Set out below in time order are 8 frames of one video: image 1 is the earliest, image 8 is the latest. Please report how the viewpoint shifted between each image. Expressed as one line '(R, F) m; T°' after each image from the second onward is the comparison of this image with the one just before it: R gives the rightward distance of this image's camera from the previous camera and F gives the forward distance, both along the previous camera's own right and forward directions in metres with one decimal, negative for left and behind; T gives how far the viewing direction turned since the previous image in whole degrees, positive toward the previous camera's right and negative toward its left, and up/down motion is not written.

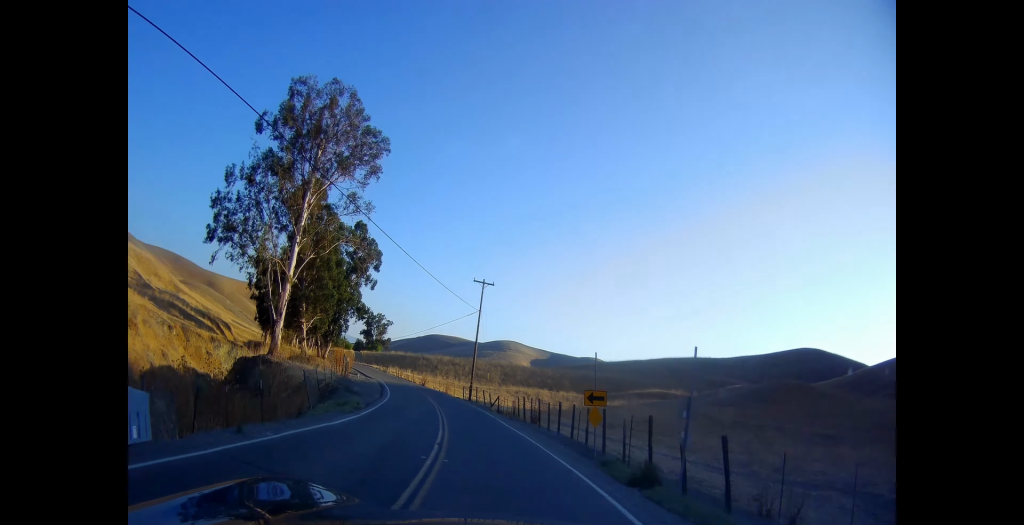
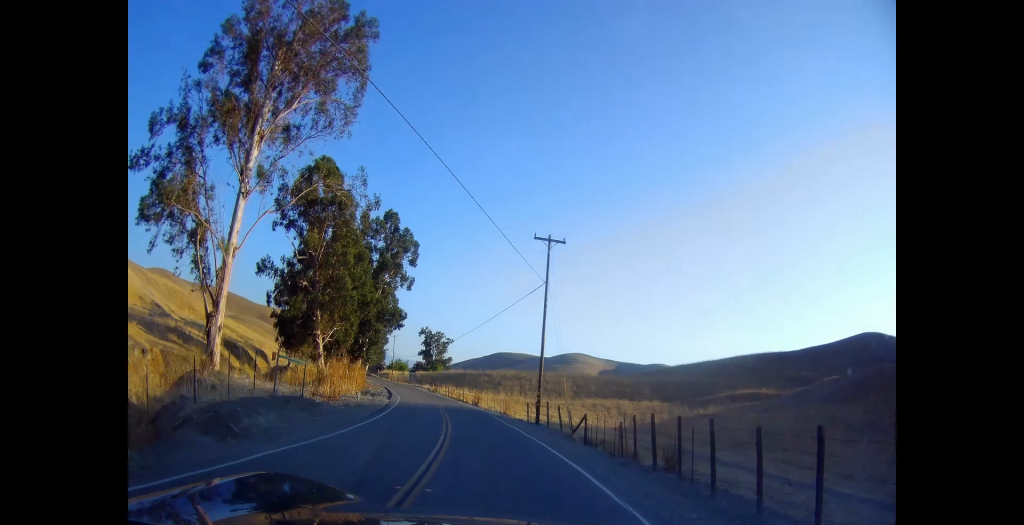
(-1.1, +17.8) m; -7°
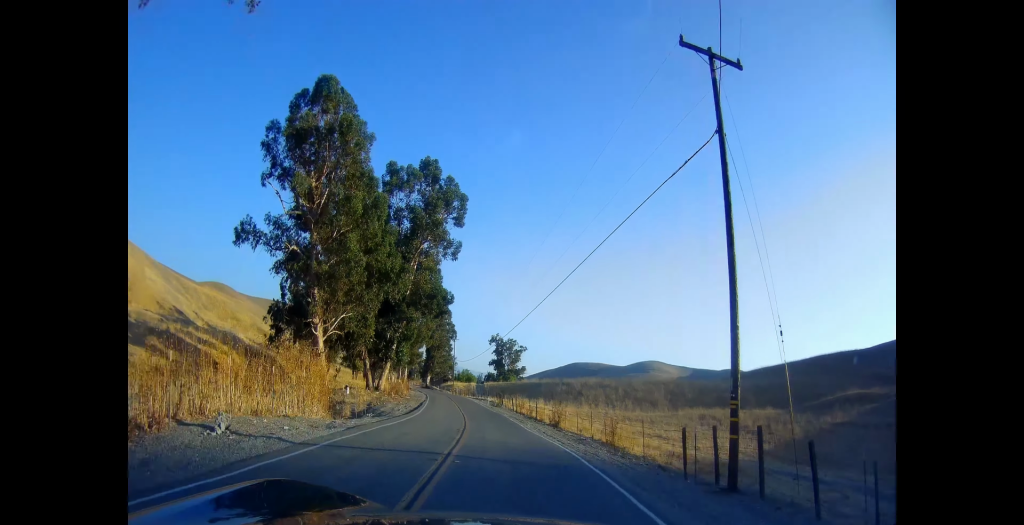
(-1.2, +20.7) m; -7°
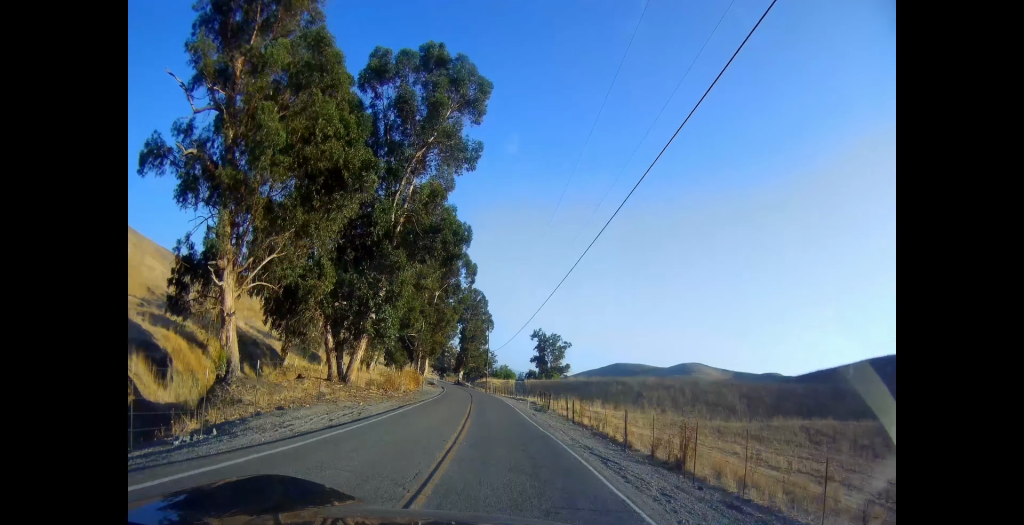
(-1.1, +19.8) m; -6°
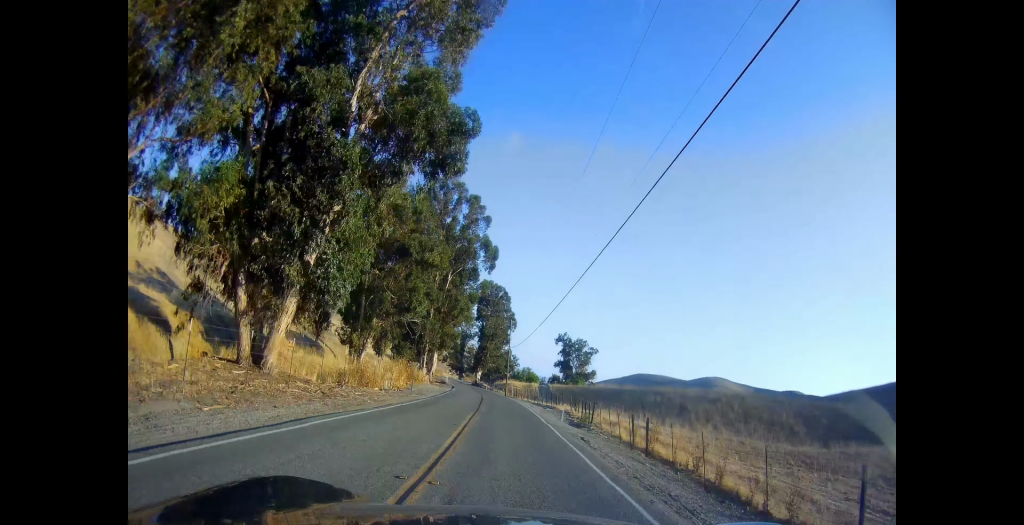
(-0.1, +13.3) m; -4°
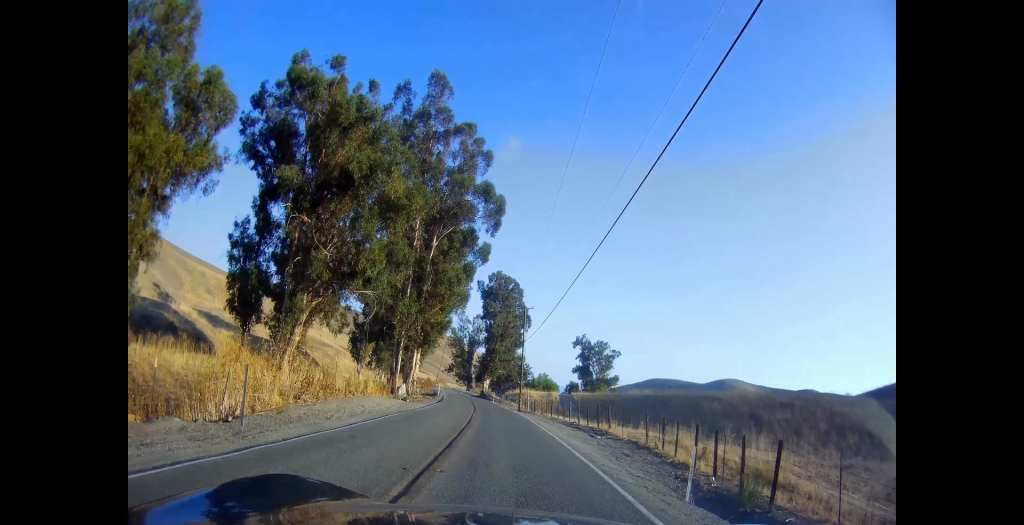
(-1.2, +22.1) m; -4°
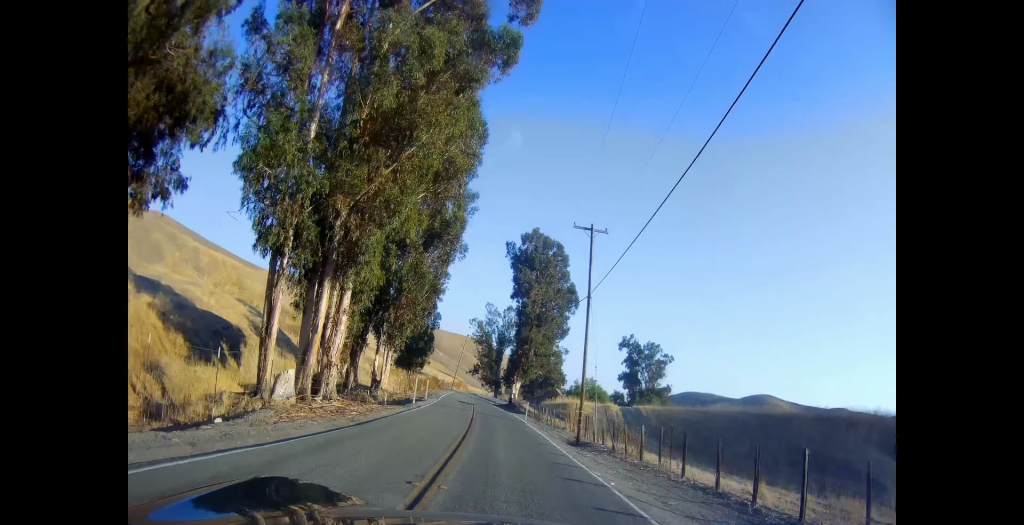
(-0.8, +29.2) m; -3°
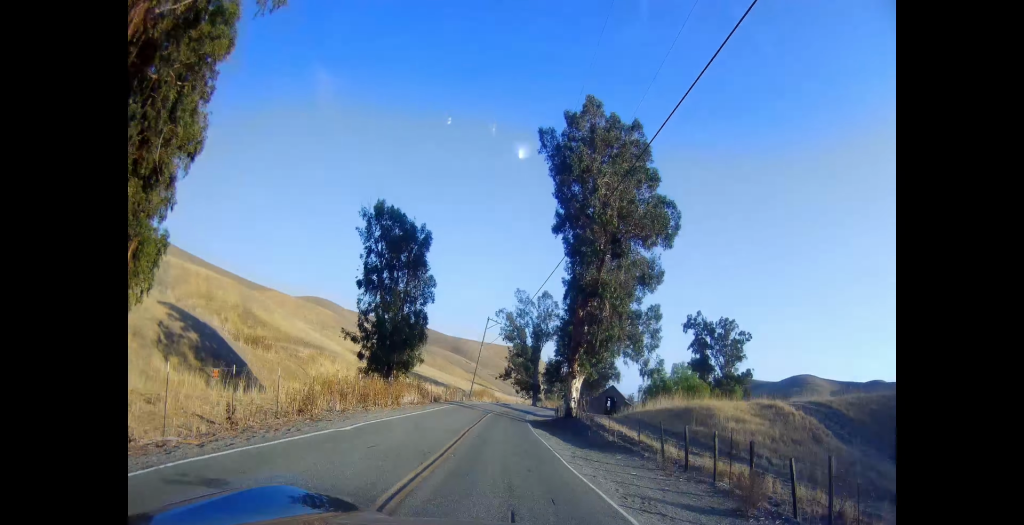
(-1.0, +36.9) m; -4°
